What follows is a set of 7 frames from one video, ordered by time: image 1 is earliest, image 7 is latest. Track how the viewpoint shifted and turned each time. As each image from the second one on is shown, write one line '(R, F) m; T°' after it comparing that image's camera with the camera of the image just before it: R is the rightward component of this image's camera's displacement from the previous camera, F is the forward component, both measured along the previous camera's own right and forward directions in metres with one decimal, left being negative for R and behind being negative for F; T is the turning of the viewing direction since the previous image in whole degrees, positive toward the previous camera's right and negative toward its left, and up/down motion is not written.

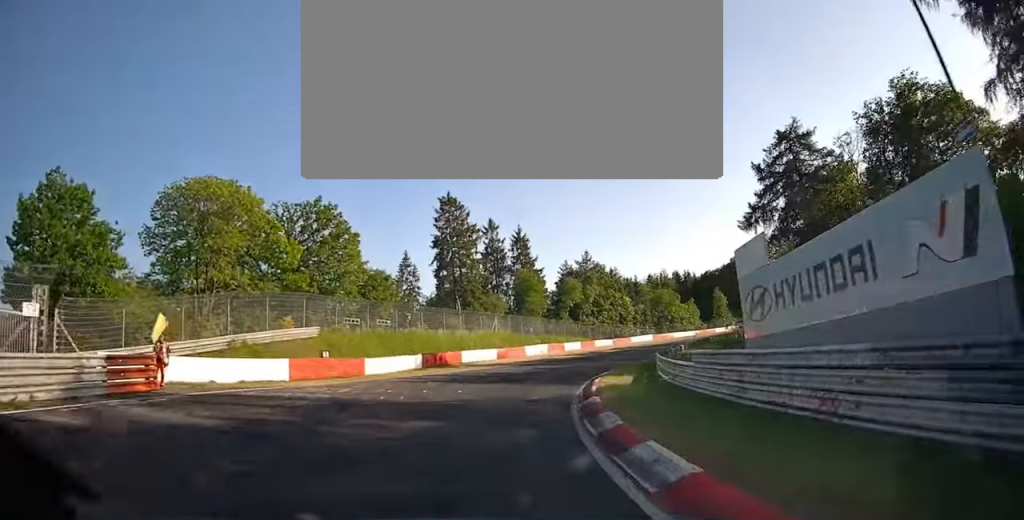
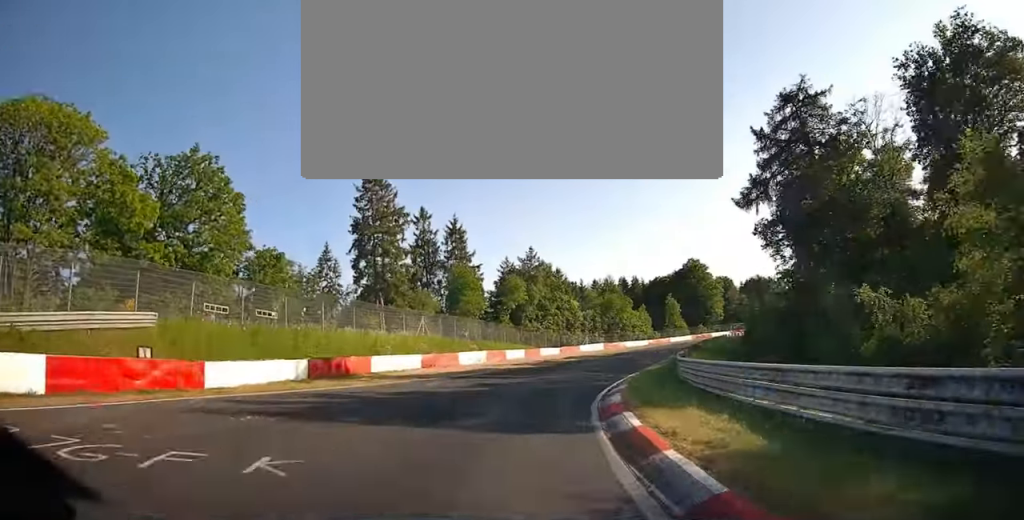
(+1.7, +12.3) m; +8°
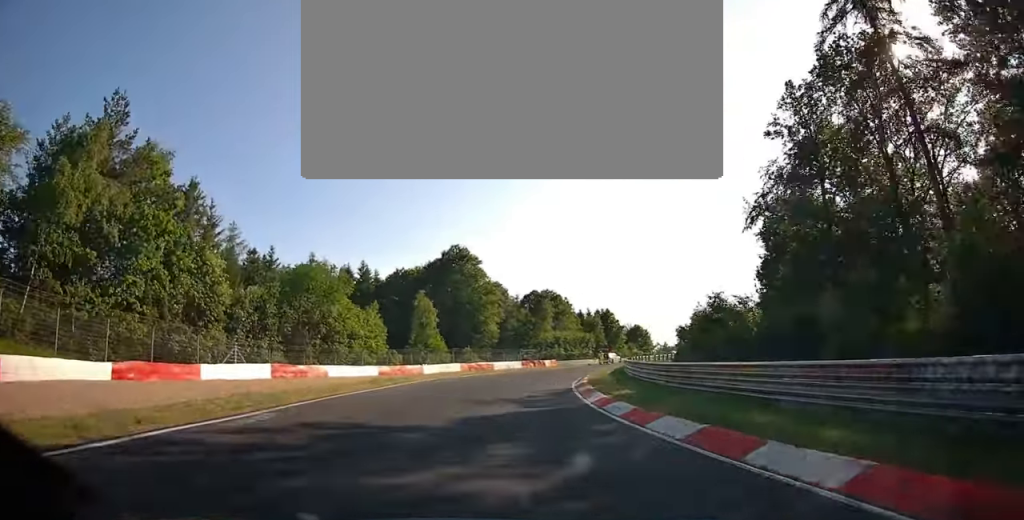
(+12.8, +52.7) m; +24°
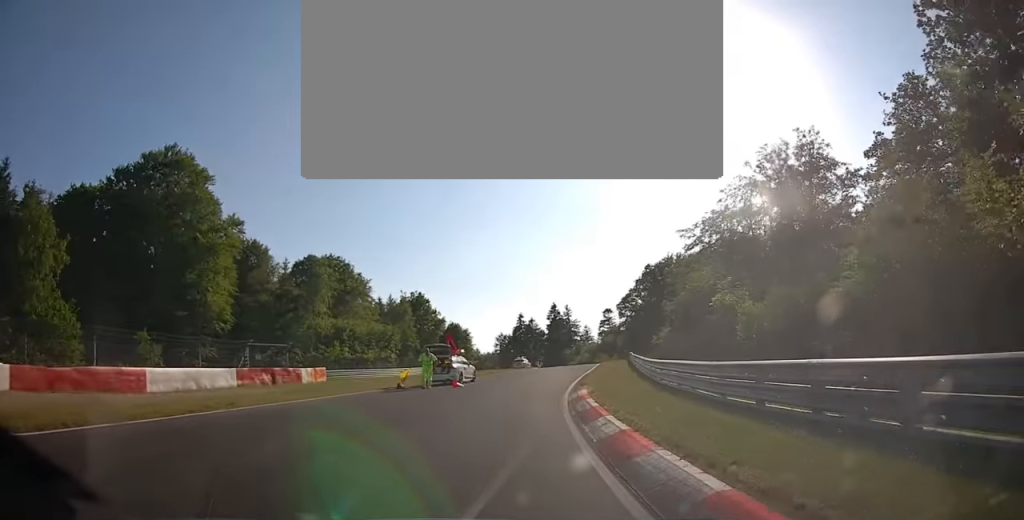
(+5.3, +36.4) m; +18°
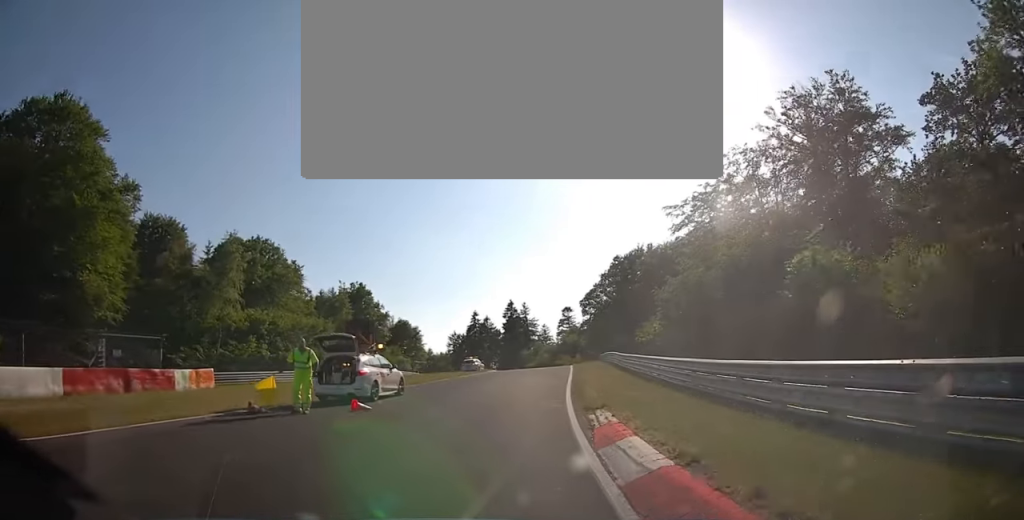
(+0.2, +8.9) m; +5°
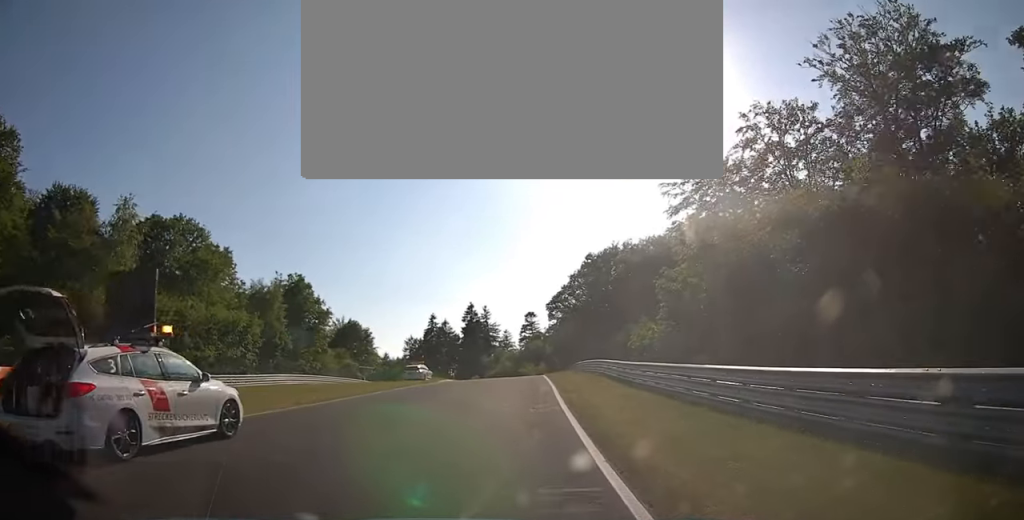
(+0.8, +9.0) m; +5°
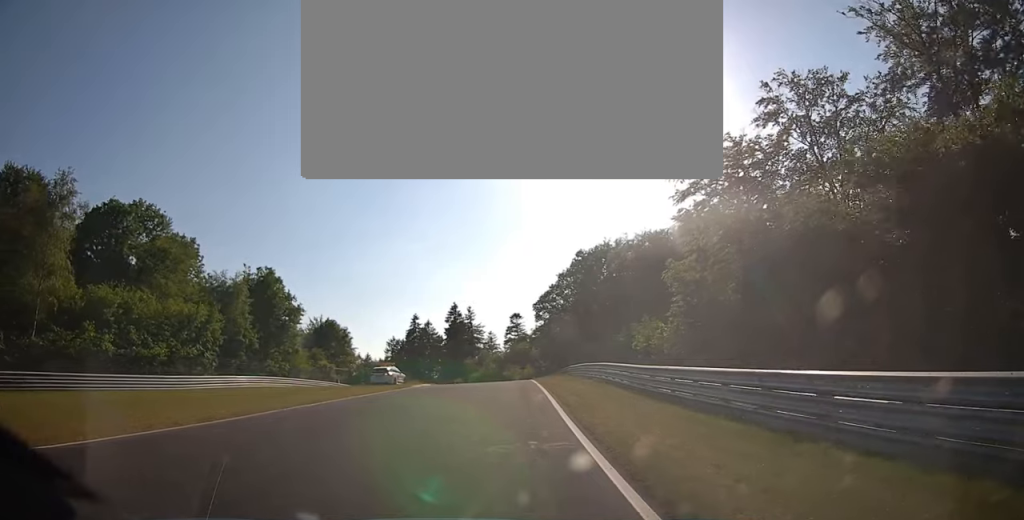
(+0.1, +5.2) m; +1°
